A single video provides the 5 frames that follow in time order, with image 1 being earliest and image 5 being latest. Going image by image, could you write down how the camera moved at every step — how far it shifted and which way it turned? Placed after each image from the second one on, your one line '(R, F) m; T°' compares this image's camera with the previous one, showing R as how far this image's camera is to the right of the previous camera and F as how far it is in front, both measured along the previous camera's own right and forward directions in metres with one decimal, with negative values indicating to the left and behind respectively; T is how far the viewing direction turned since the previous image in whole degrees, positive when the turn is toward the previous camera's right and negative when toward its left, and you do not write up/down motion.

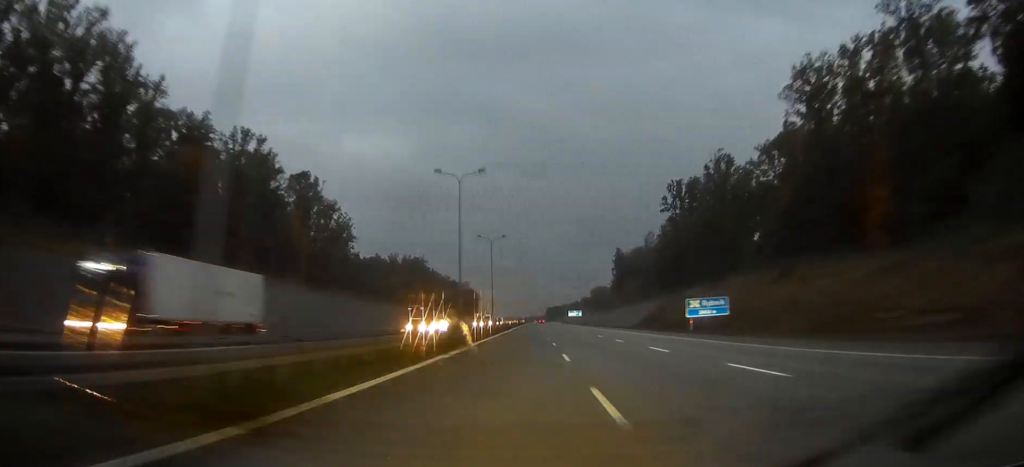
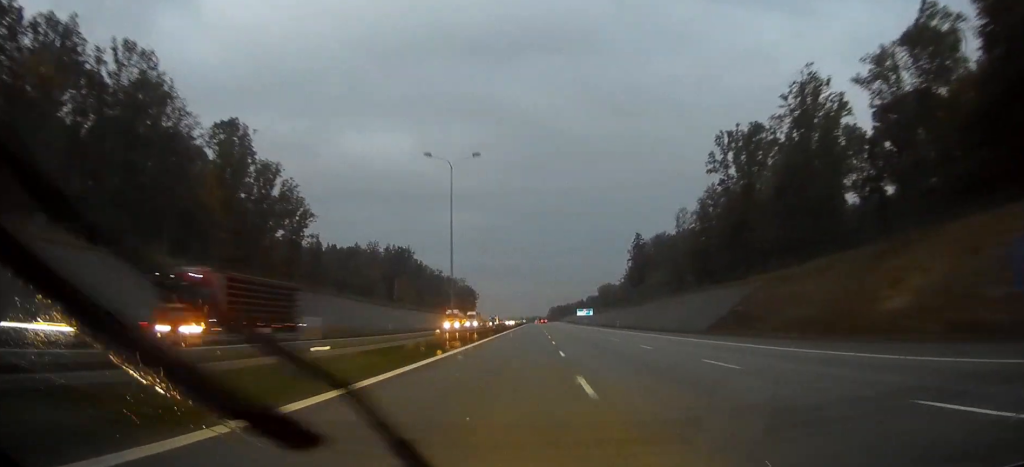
(0.0, +45.6) m; 0°
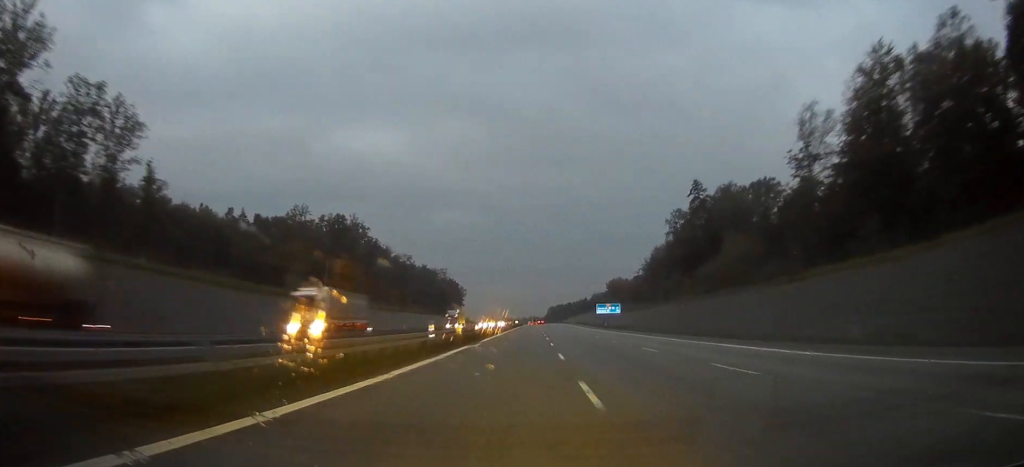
(-0.3, +85.7) m; 0°
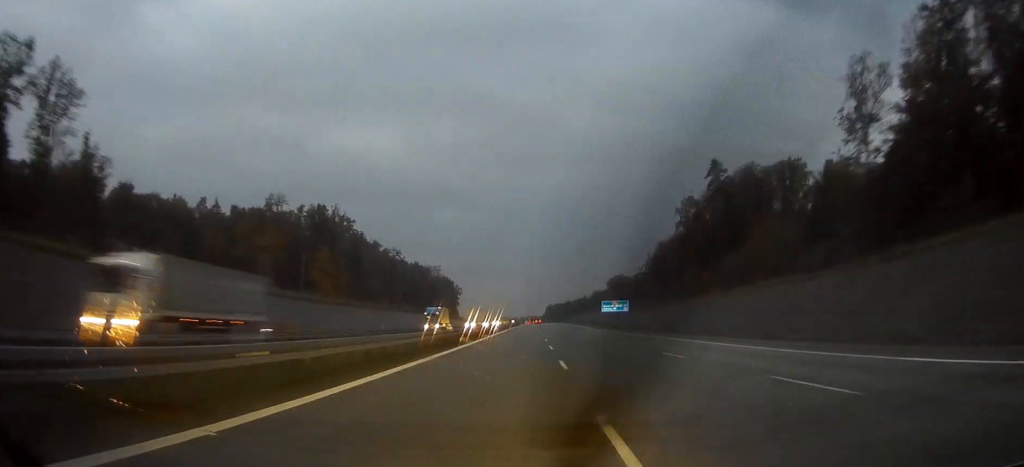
(+0.1, +17.2) m; 0°
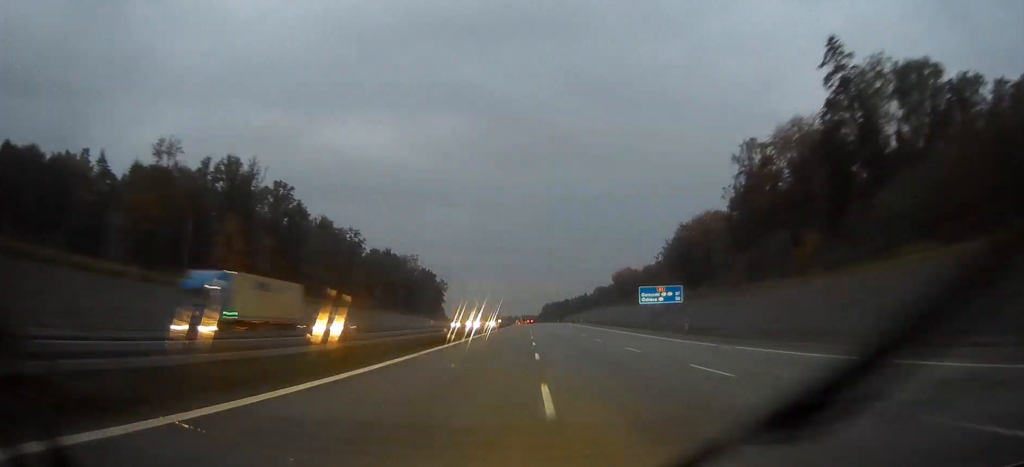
(+0.1, +55.7) m; 0°
